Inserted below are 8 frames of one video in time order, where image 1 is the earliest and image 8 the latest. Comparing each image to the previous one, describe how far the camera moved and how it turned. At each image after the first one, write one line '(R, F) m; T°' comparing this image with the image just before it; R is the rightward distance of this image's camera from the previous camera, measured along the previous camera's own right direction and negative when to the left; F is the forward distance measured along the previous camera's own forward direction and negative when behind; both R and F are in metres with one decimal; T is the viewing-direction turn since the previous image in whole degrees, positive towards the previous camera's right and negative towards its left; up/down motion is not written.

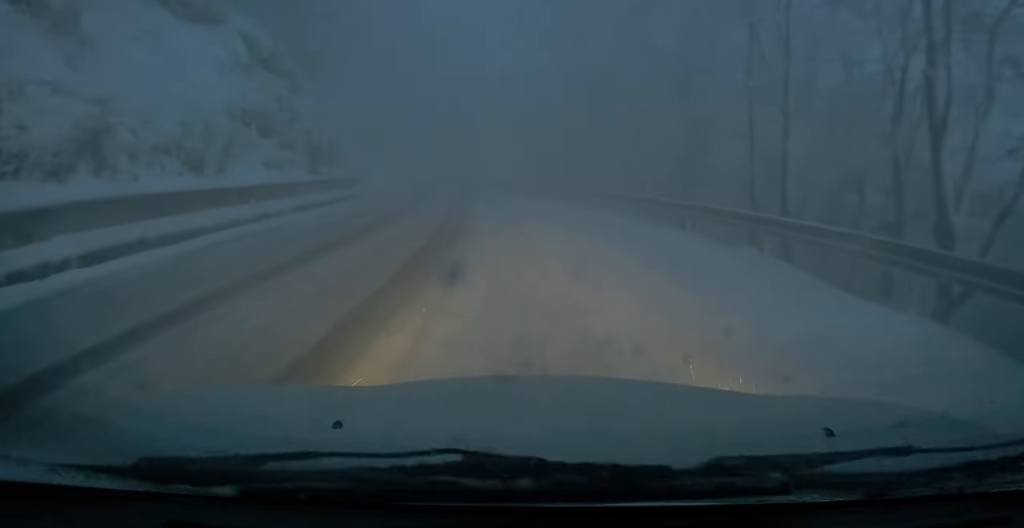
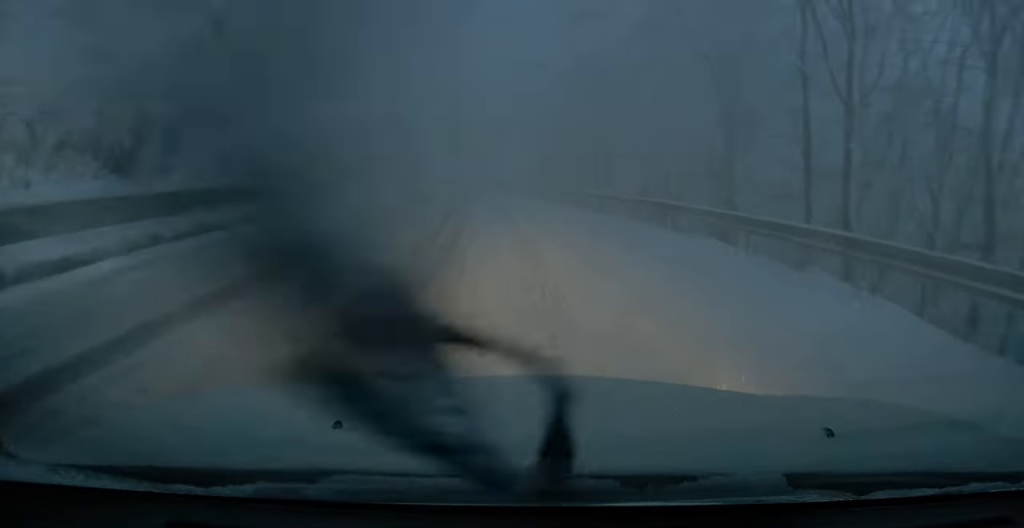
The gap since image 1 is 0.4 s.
(0.0, +3.0) m; -2°
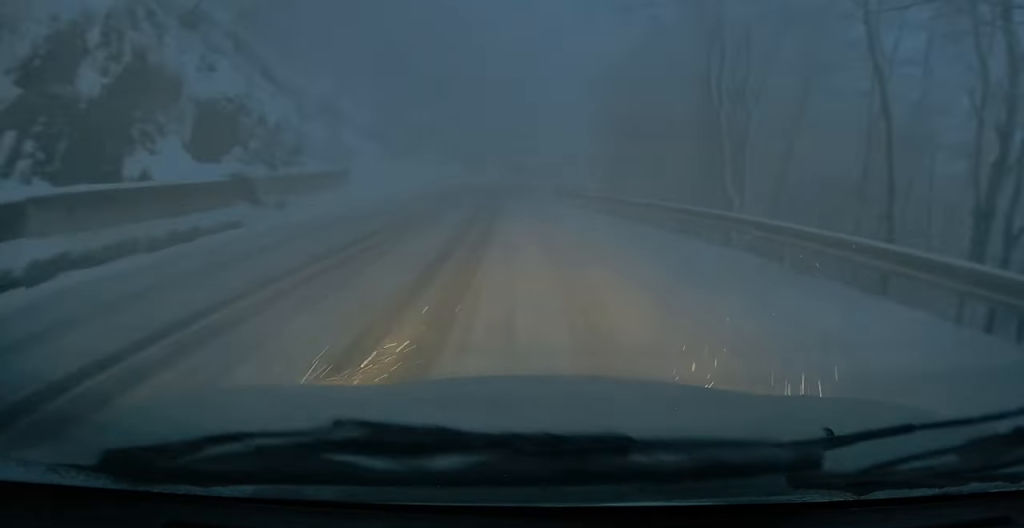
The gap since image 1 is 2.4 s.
(-0.4, +13.7) m; -1°
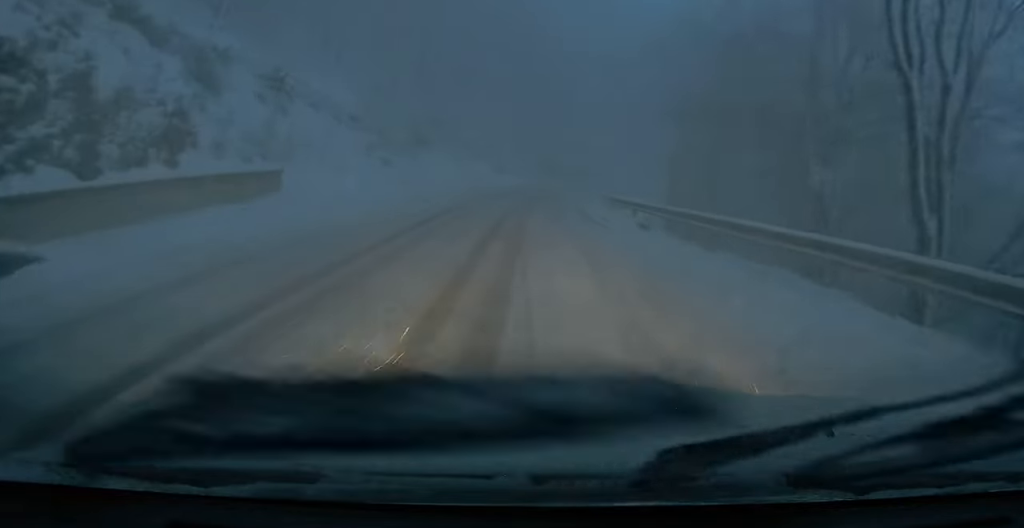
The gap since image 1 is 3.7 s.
(-0.2, +8.8) m; 0°
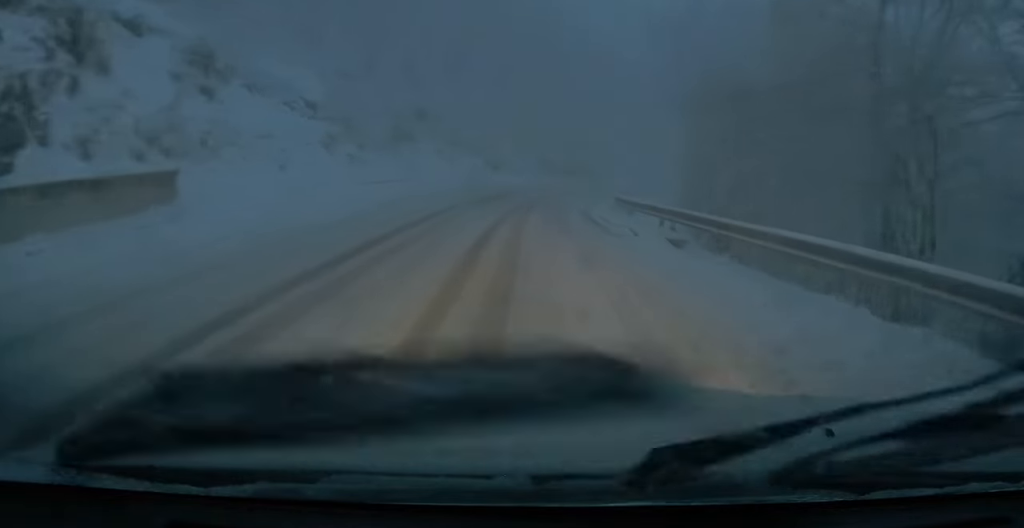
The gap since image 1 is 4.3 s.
(+0.2, +4.2) m; 0°
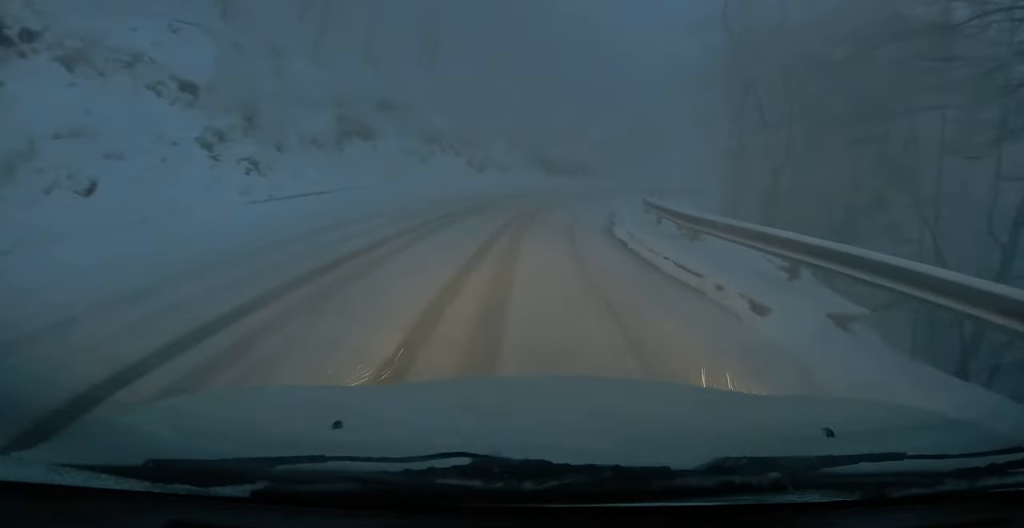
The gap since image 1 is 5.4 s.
(-0.1, +7.3) m; 0°
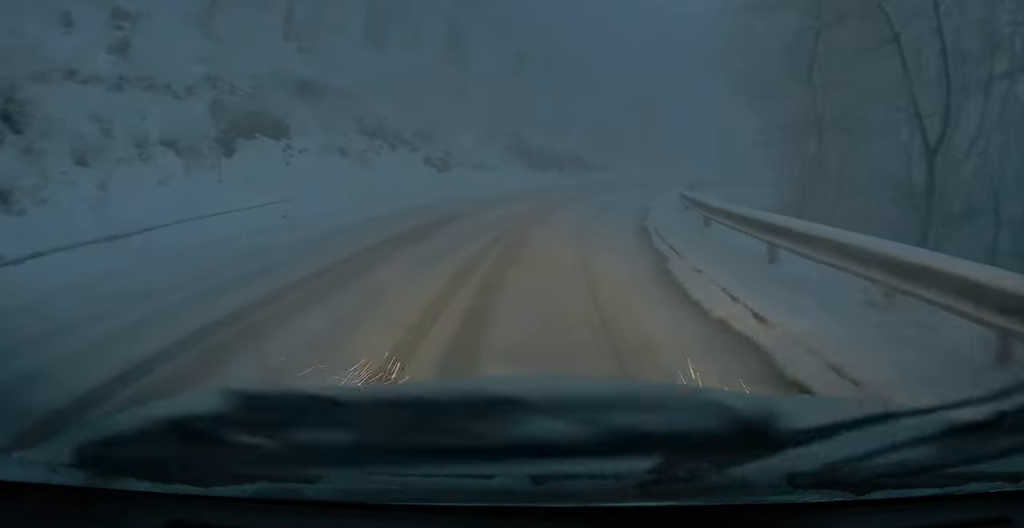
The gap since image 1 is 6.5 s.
(+0.1, +7.6) m; +2°
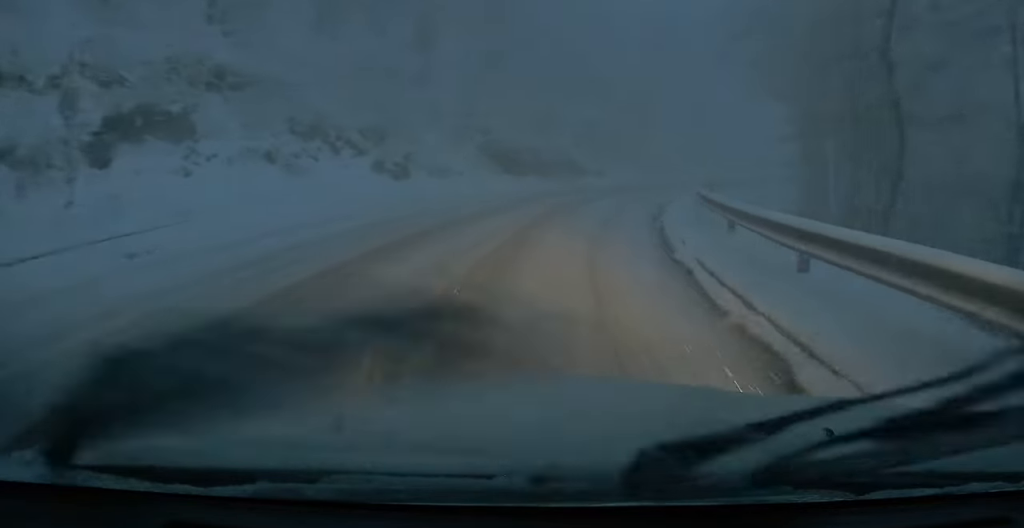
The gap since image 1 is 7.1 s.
(+0.1, +4.6) m; +1°
